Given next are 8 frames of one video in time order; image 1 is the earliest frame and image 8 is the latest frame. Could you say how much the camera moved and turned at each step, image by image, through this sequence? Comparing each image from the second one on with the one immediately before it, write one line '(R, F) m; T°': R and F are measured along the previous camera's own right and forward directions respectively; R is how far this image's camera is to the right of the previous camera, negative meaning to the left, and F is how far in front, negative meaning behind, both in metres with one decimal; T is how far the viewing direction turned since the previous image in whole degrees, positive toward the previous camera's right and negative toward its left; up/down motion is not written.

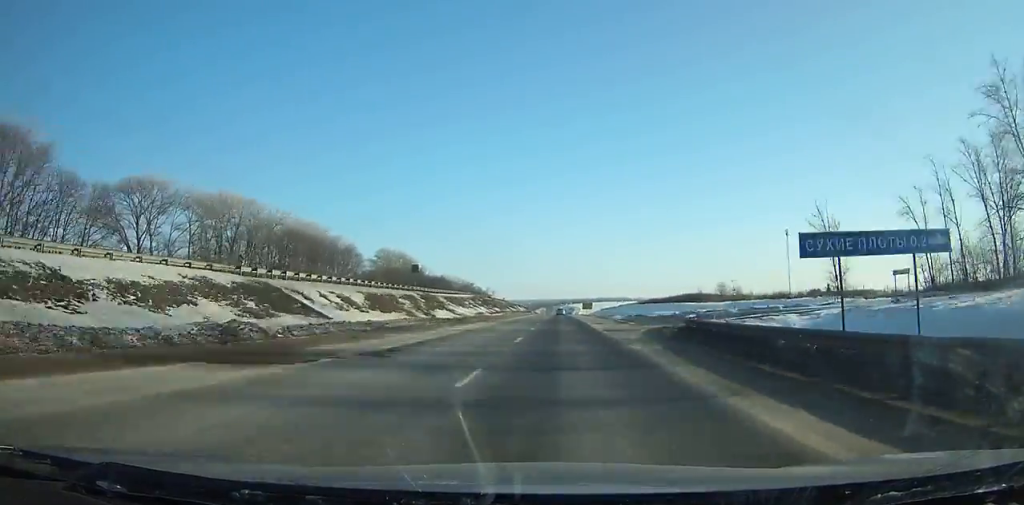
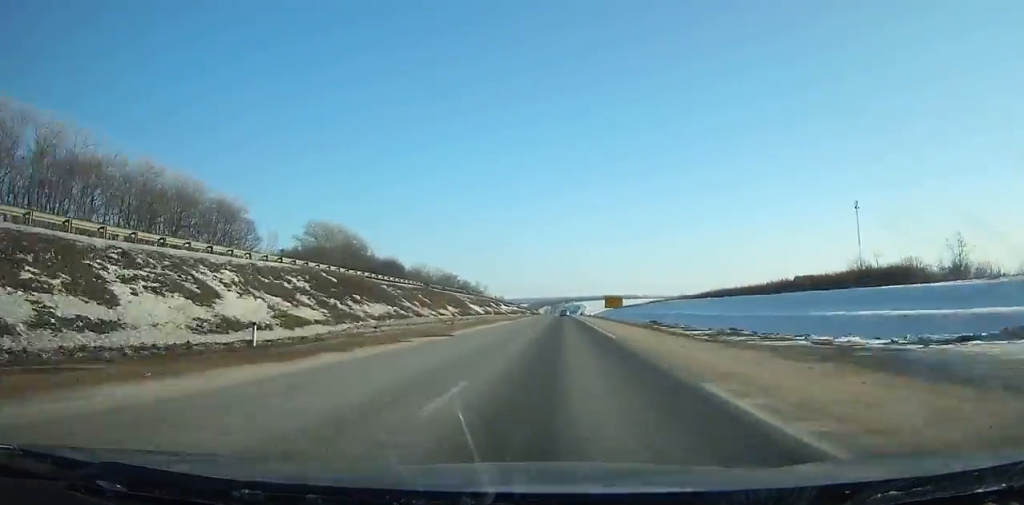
(-0.1, +74.9) m; 0°
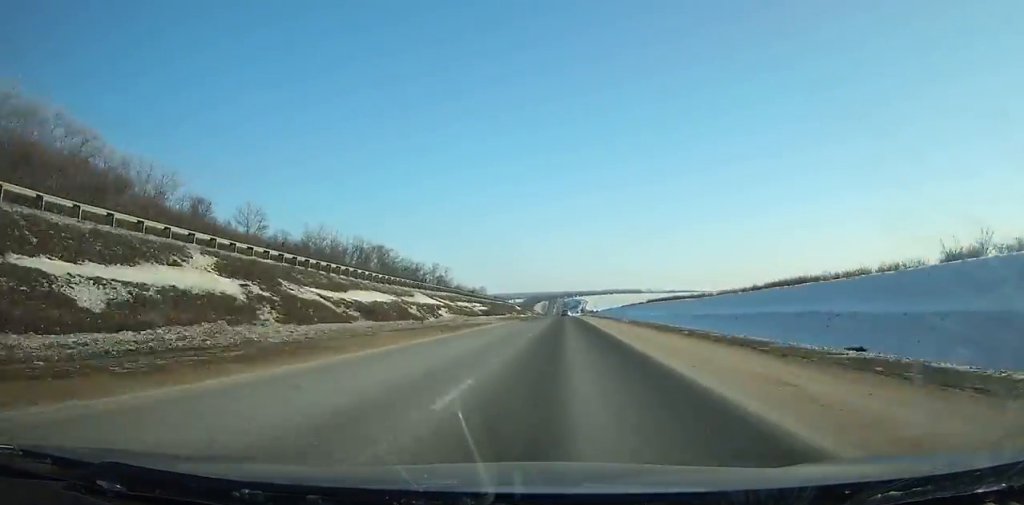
(+0.1, +120.1) m; 0°
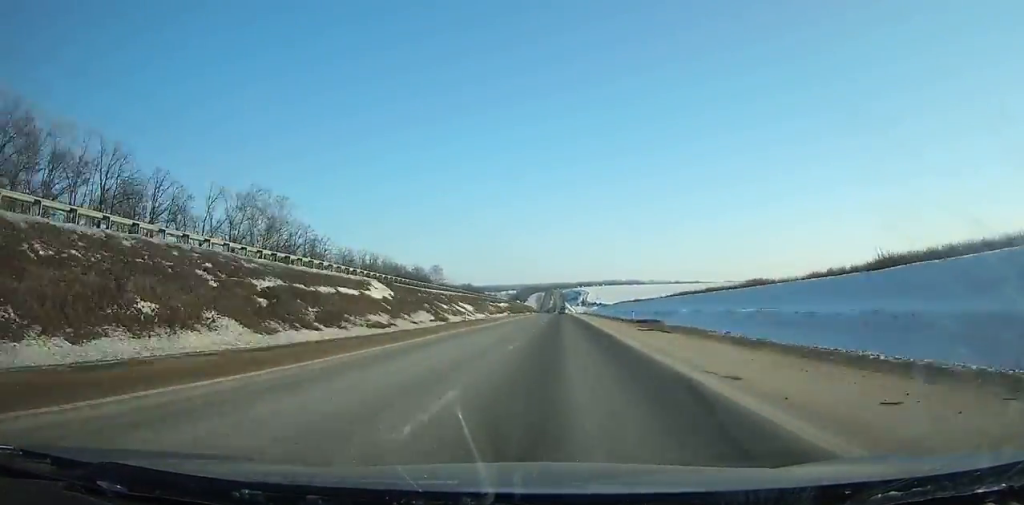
(+0.2, +144.8) m; 0°
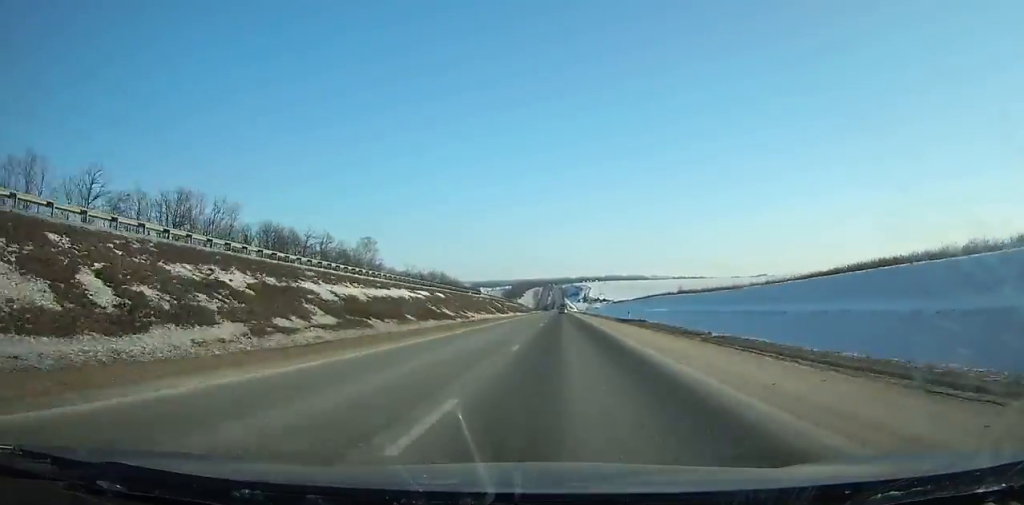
(0.0, +94.1) m; 0°
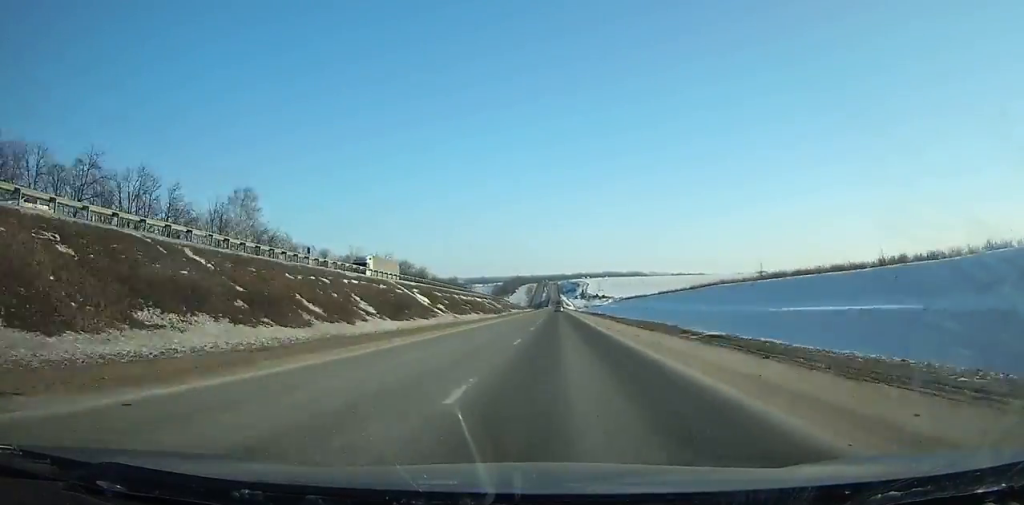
(0.0, +68.1) m; 0°
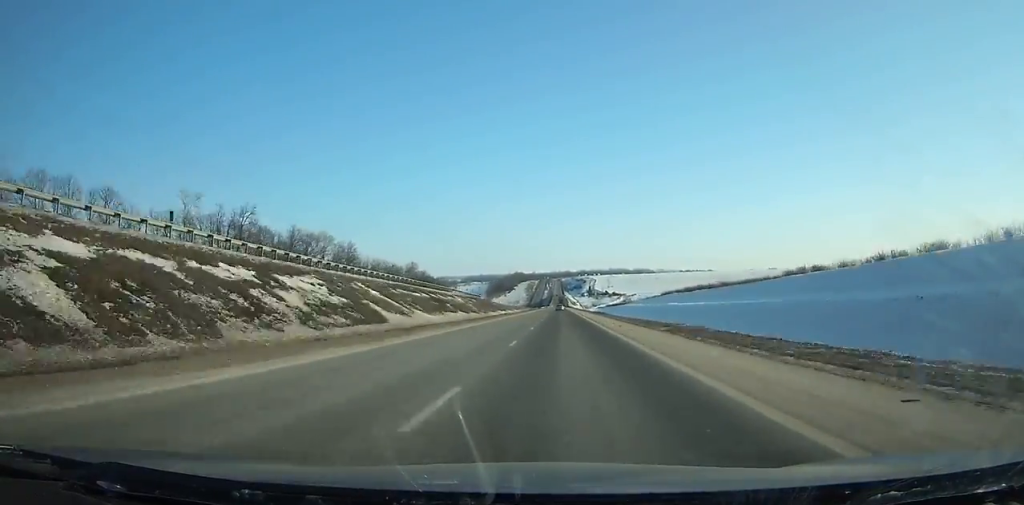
(-0.1, +96.9) m; 0°
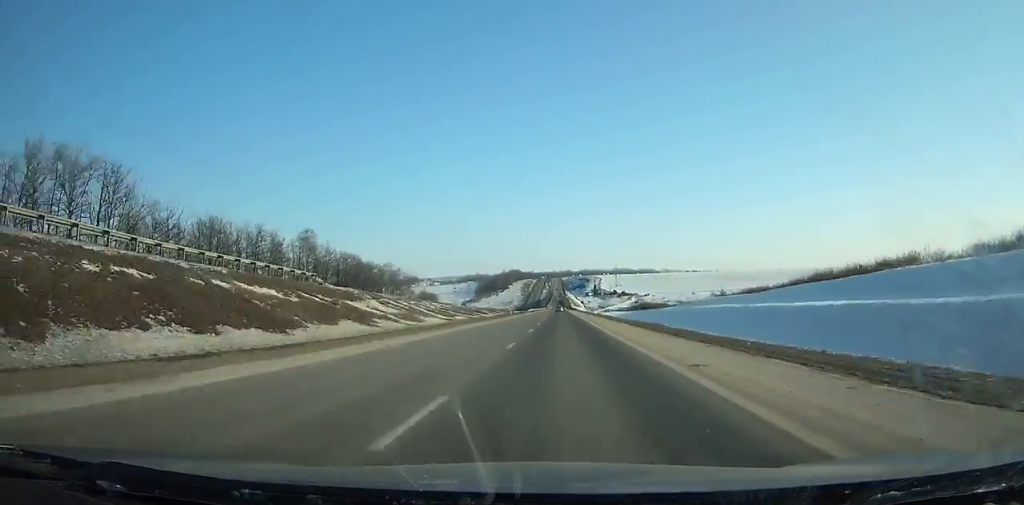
(0.0, +96.5) m; 0°
